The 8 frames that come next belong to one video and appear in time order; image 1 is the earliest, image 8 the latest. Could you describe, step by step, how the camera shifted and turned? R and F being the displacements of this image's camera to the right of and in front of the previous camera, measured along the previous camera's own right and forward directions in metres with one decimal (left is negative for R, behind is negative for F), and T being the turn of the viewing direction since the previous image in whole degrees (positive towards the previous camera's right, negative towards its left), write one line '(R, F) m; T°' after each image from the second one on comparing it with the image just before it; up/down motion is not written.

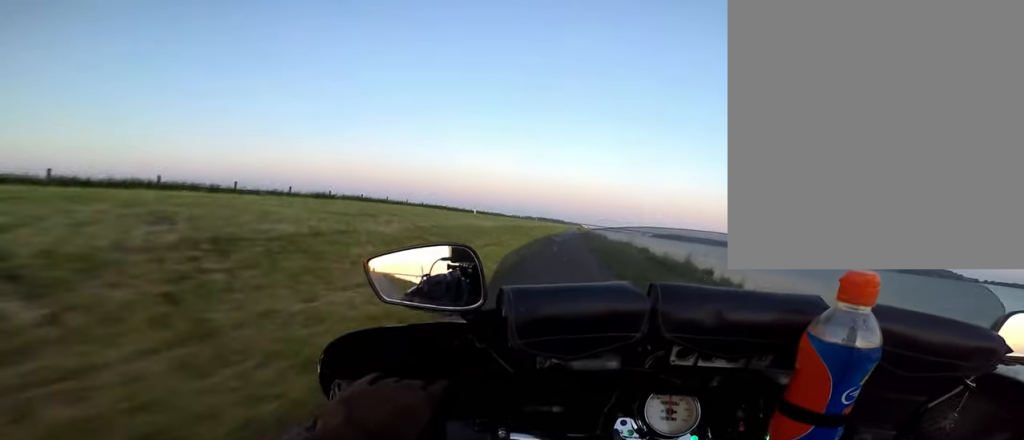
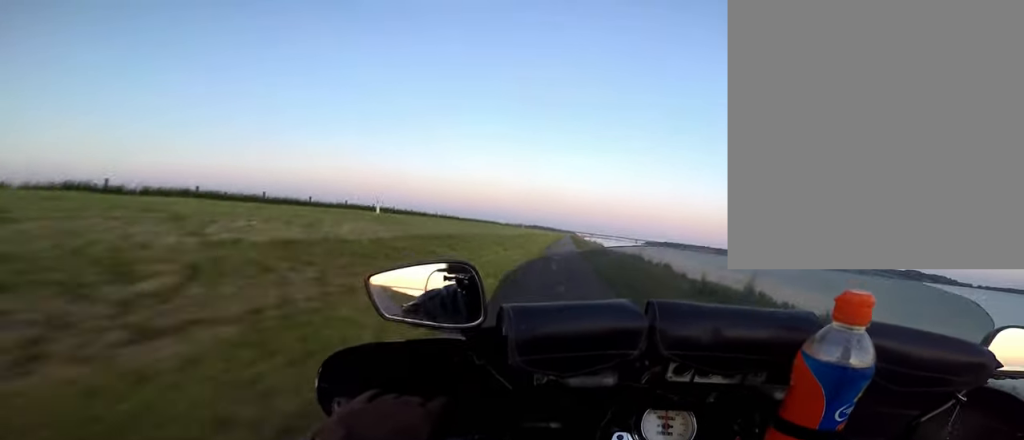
(-0.1, +15.0) m; 0°
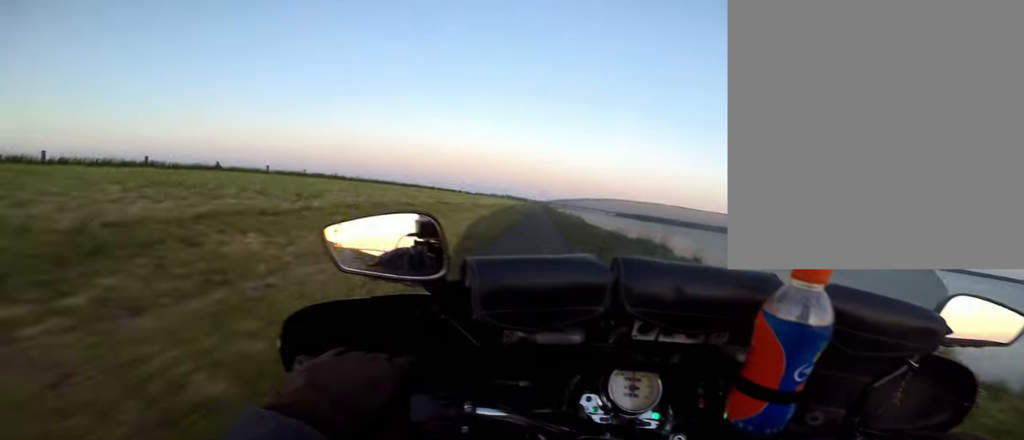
(+0.4, +26.1) m; 0°
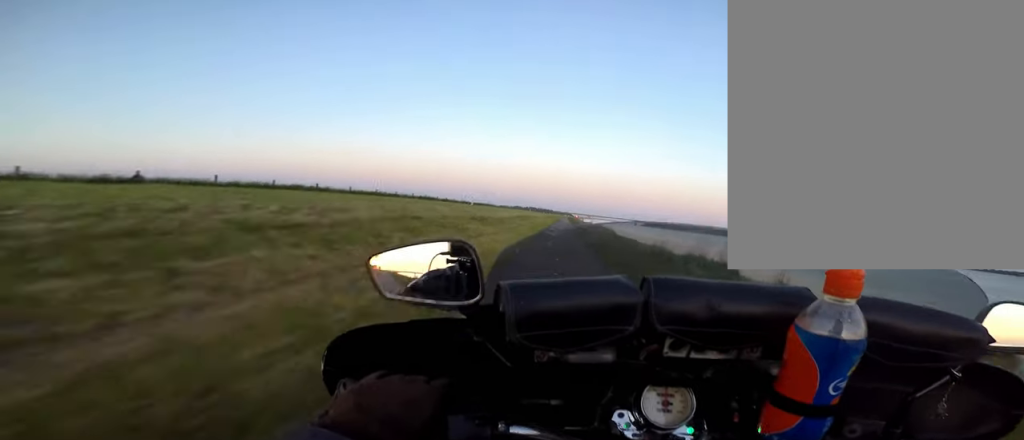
(+0.1, +6.5) m; -2°
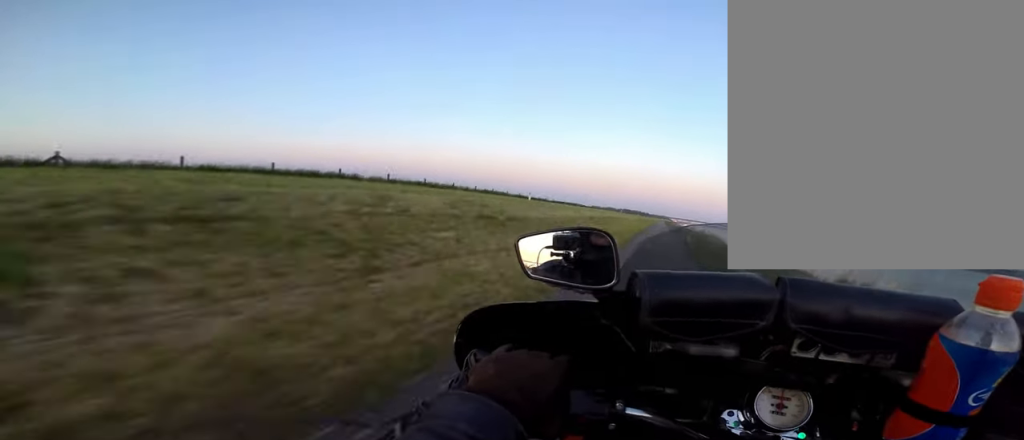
(+0.1, +7.8) m; -2°
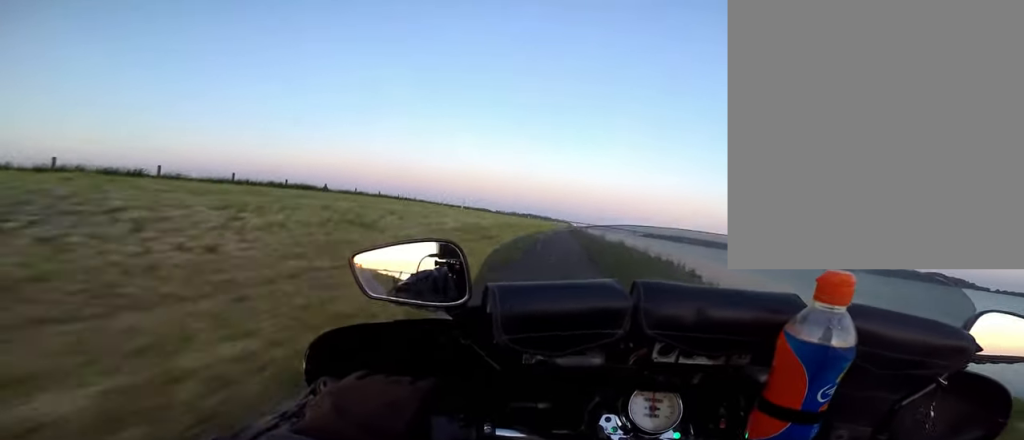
(+2.2, +44.0) m; +4°
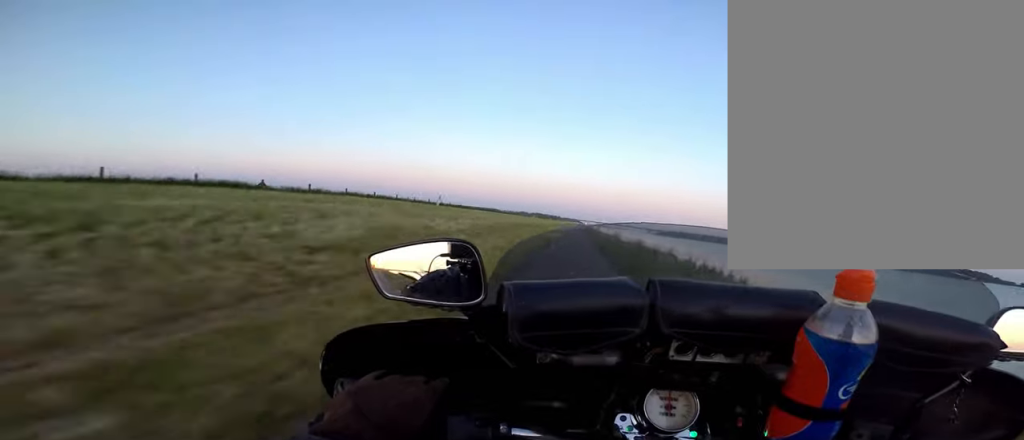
(0.0, +7.2) m; 0°
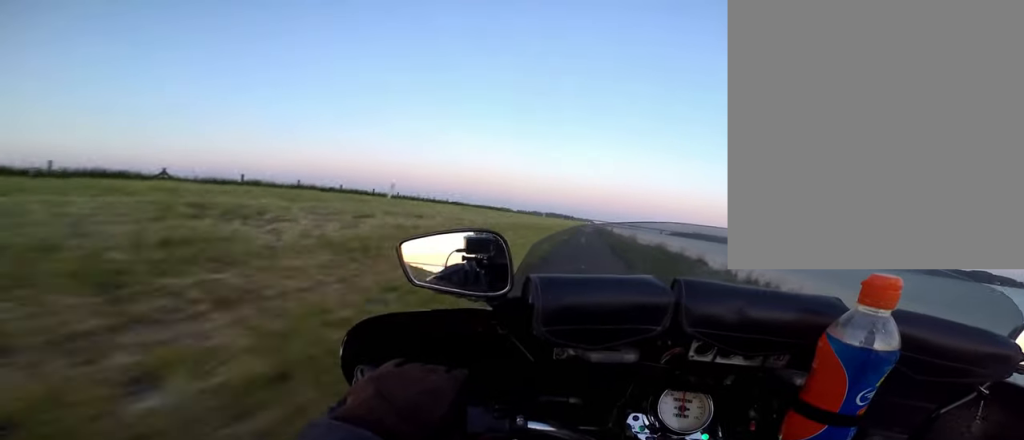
(0.0, +6.6) m; 0°
